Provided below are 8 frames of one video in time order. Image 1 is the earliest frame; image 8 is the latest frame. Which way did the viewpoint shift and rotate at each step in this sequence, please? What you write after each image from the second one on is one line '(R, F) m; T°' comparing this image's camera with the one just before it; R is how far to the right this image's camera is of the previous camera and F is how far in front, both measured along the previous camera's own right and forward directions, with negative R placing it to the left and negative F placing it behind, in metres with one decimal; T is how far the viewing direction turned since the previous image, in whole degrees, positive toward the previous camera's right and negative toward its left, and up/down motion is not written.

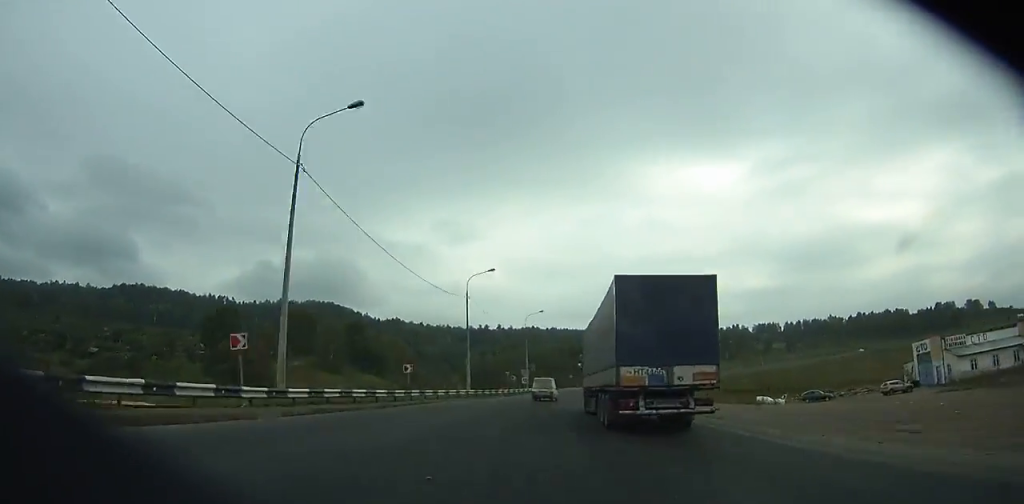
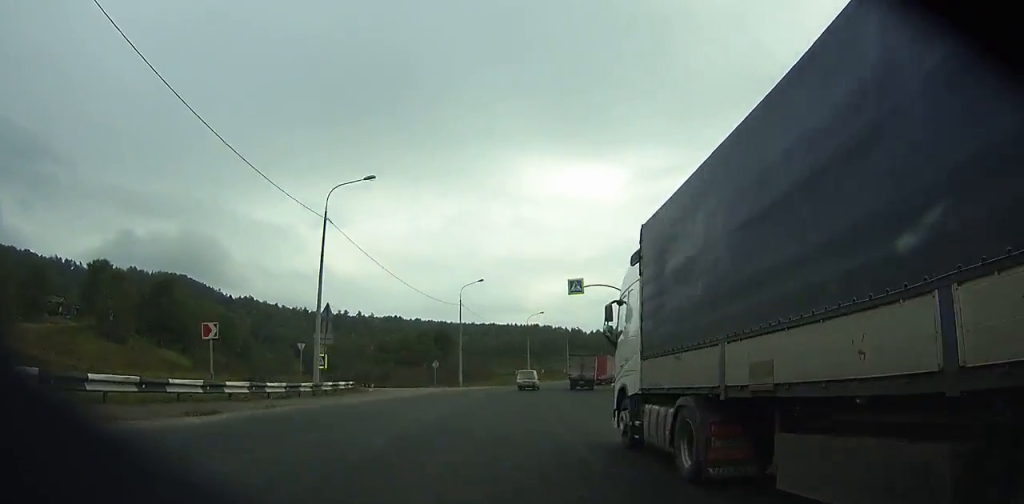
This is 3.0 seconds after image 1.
(+5.9, +58.9) m; +11°
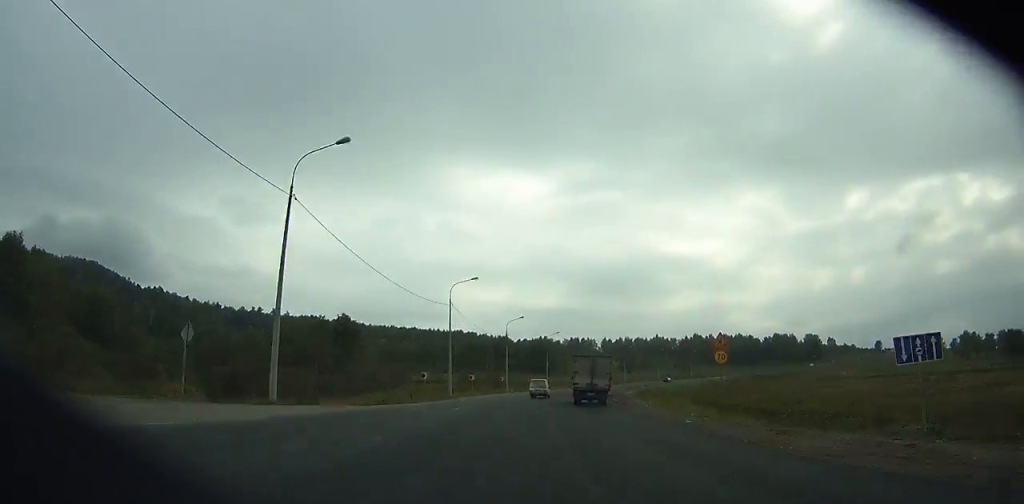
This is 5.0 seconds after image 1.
(+3.4, +40.8) m; +7°
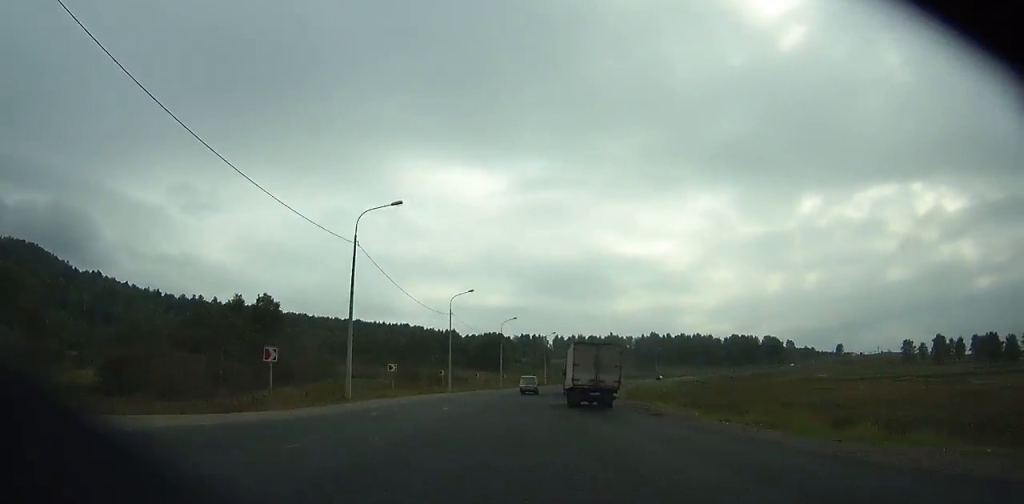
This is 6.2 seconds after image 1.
(+0.3, +24.7) m; +4°
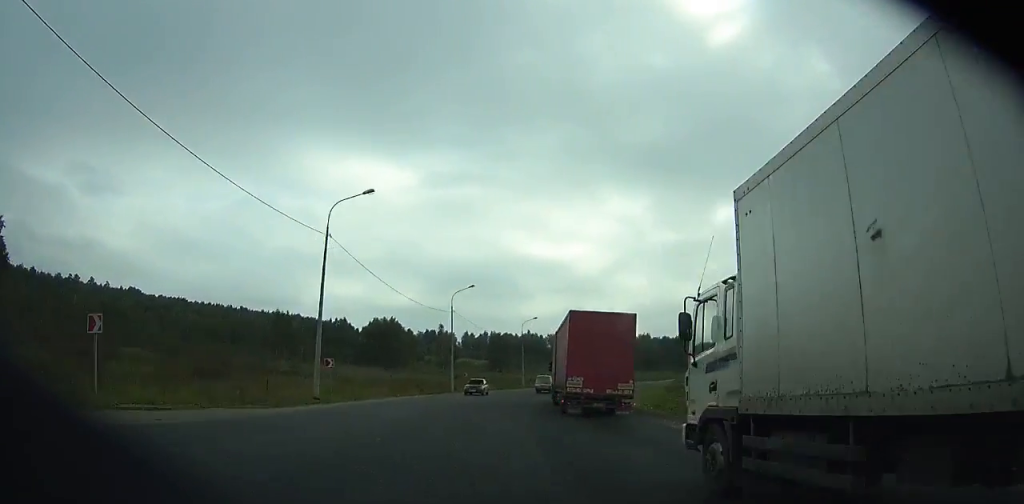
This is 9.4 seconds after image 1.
(+7.1, +67.5) m; +10°
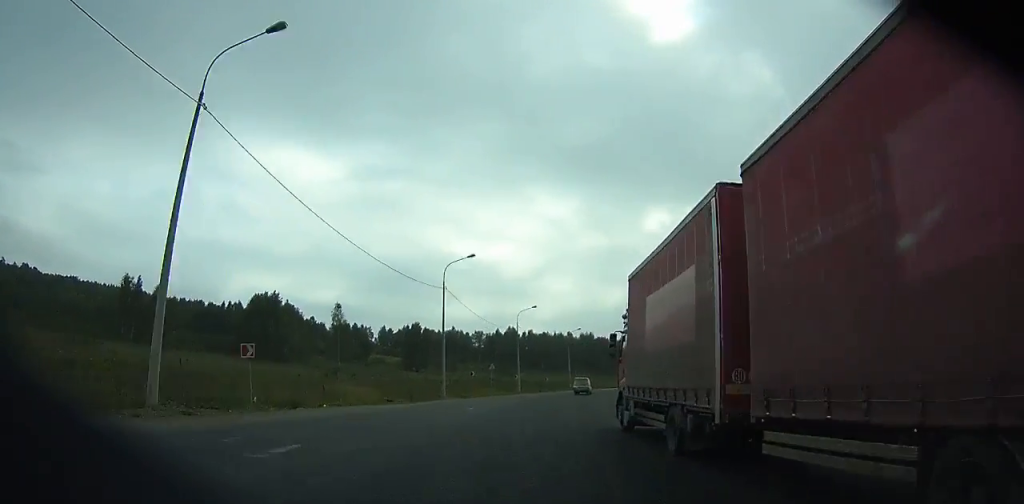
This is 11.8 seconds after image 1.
(+1.8, +52.2) m; +8°
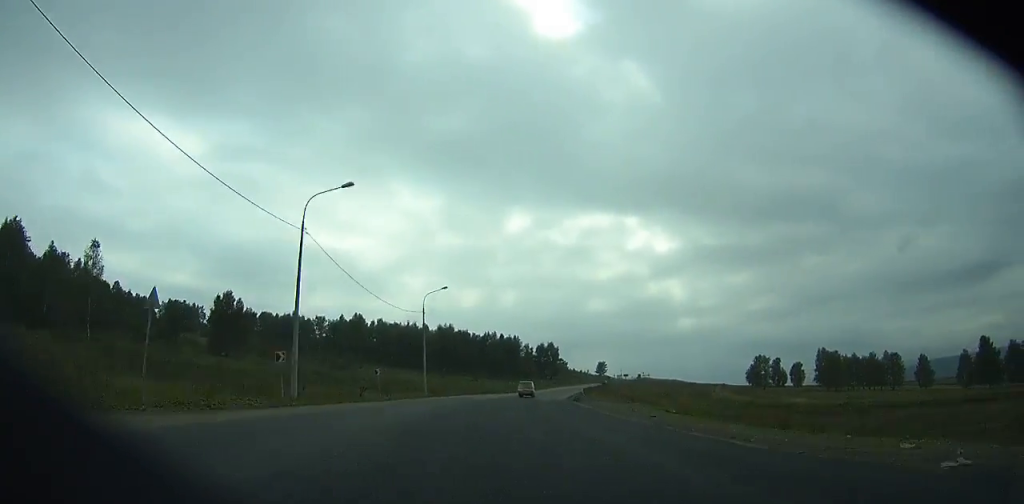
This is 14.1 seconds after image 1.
(+5.6, +50.8) m; +9°
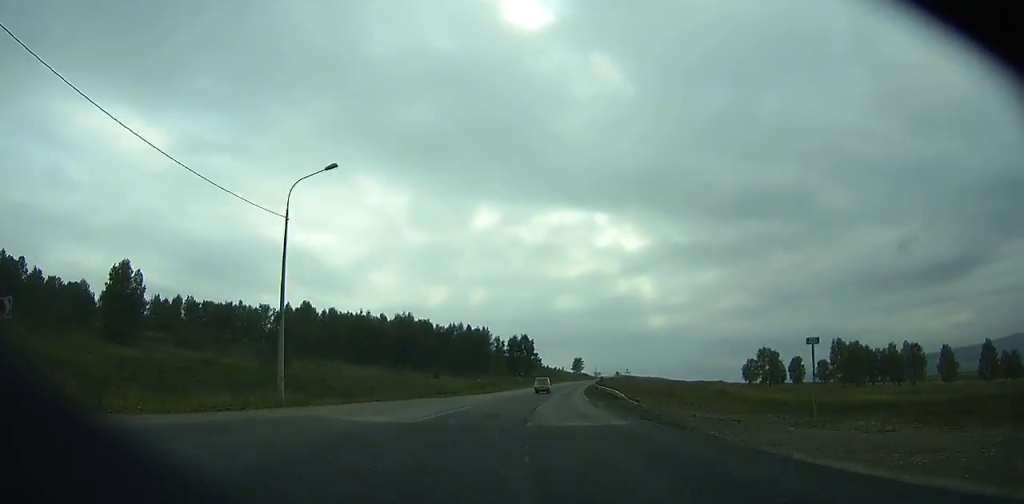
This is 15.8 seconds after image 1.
(+2.4, +37.8) m; +6°
